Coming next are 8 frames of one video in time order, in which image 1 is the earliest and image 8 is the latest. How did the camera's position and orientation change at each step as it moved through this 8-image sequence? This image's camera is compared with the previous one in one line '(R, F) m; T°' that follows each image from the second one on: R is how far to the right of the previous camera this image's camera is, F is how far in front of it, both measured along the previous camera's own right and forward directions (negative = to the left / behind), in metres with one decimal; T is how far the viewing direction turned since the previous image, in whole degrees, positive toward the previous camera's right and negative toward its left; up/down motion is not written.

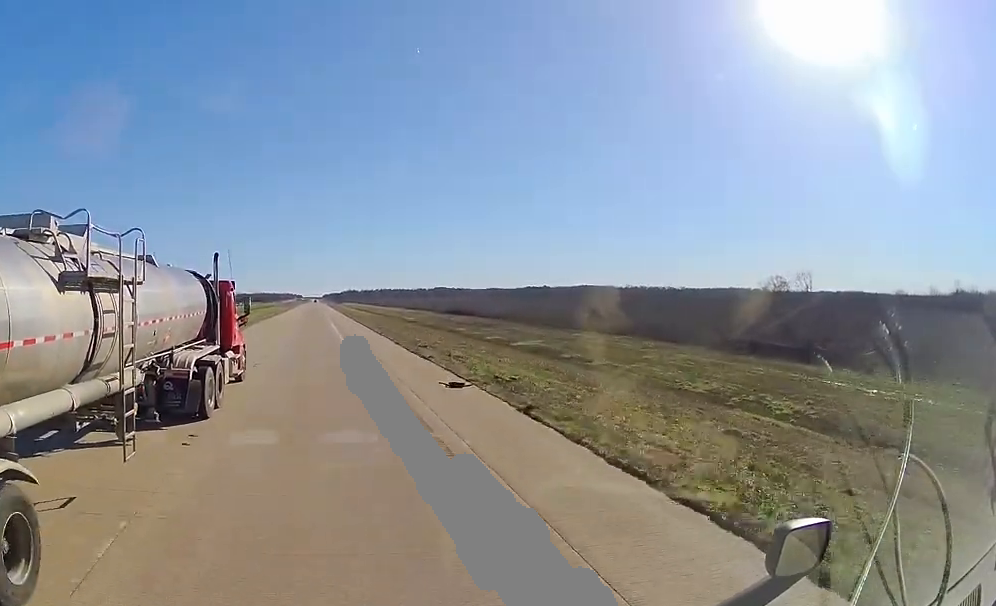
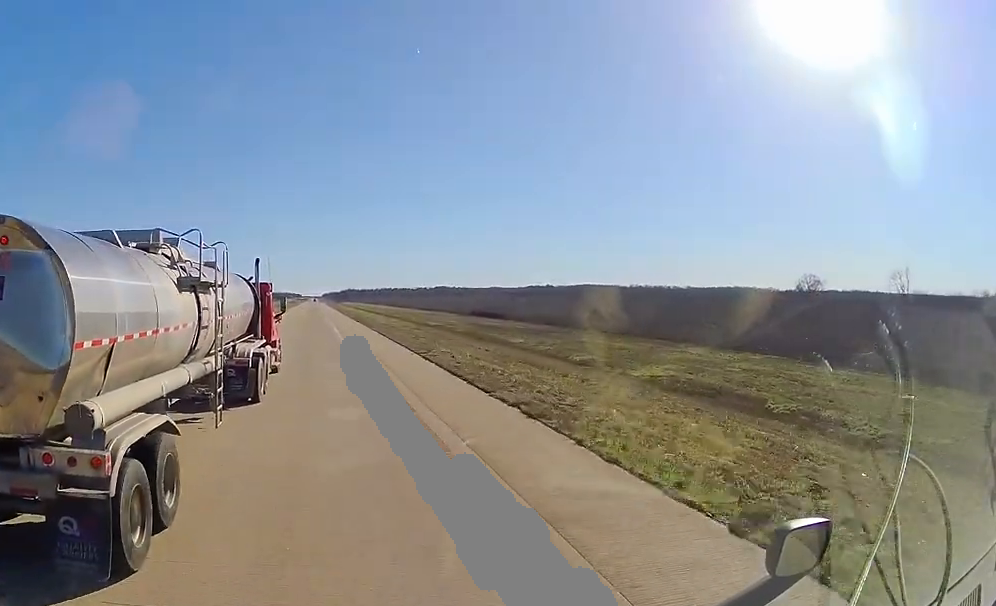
(+0.1, +34.6) m; 0°
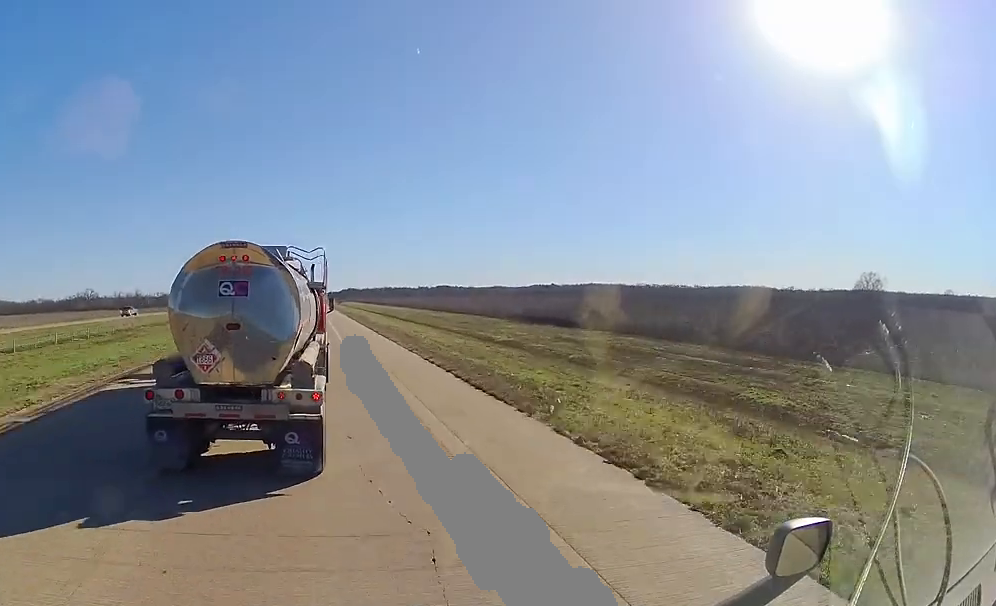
(-0.6, +53.8) m; 0°
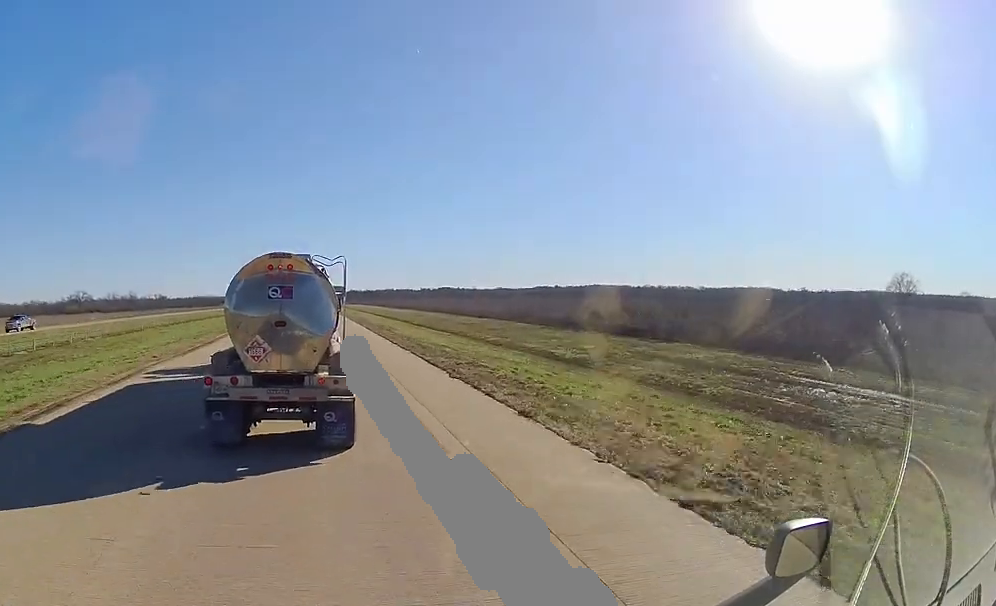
(+0.7, +24.7) m; 0°
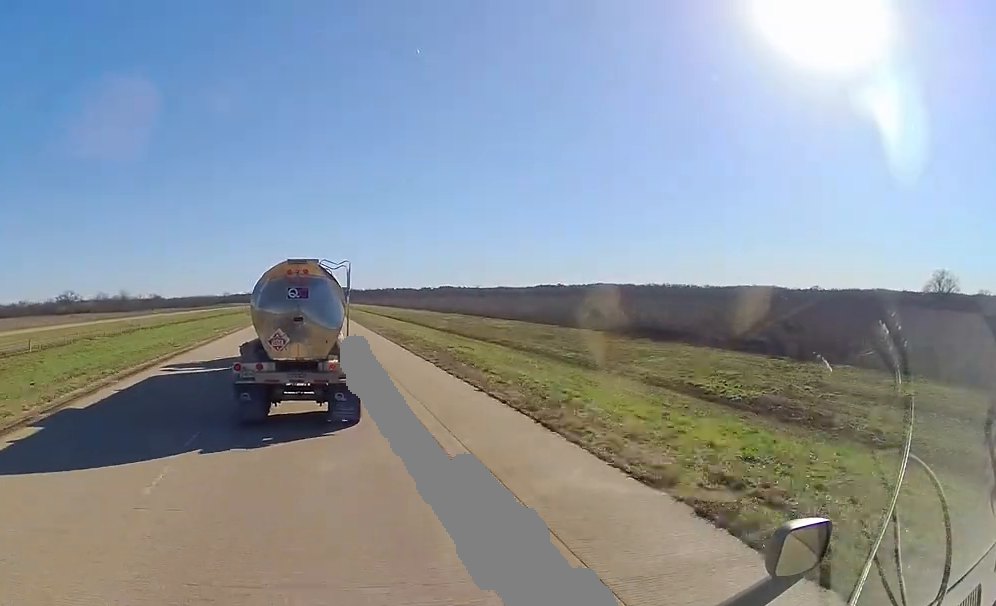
(-0.9, +29.4) m; -1°
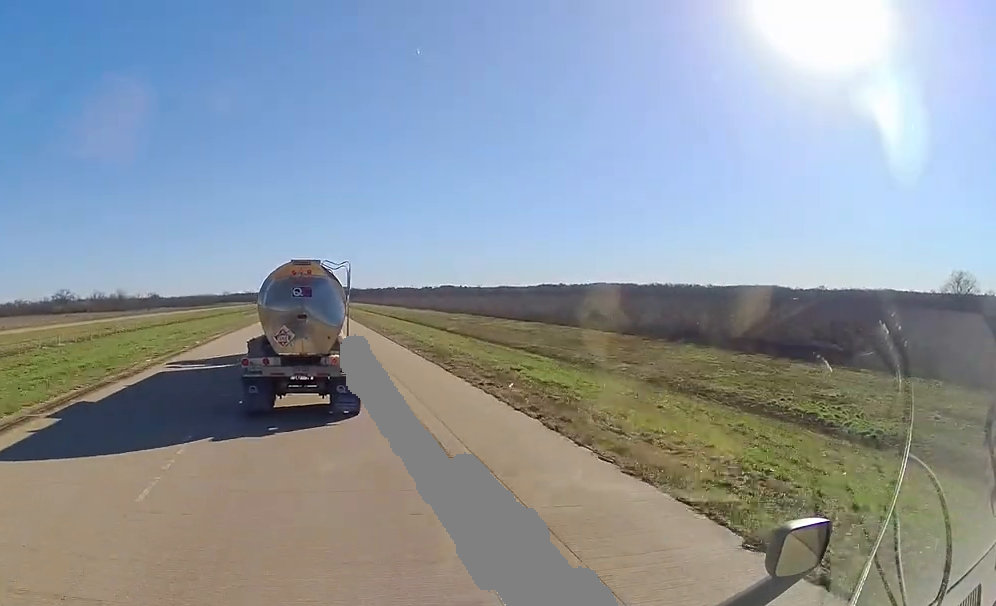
(+0.2, +12.4) m; 0°
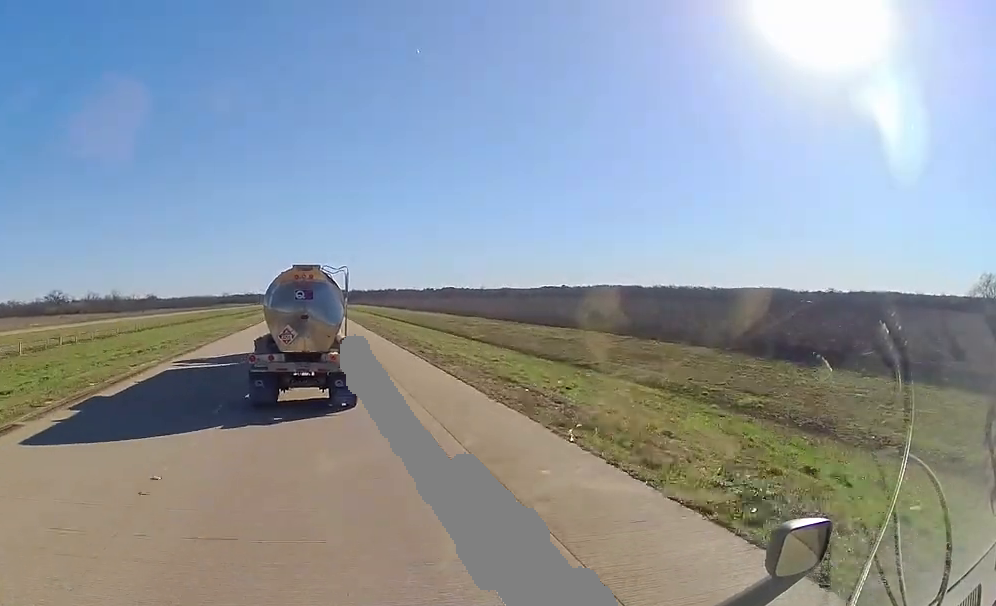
(+0.2, +19.0) m; +1°
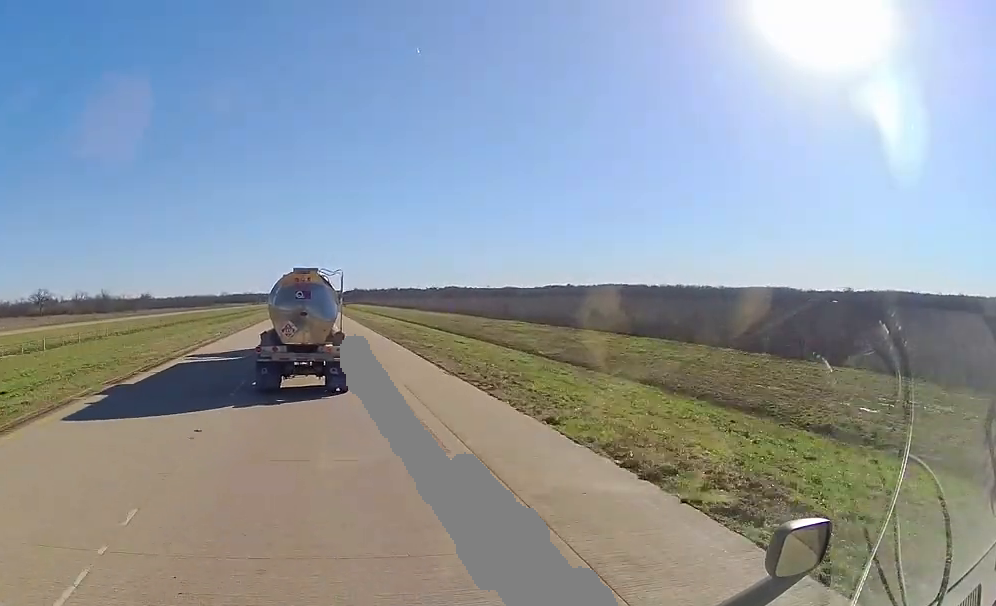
(+0.1, +33.5) m; 0°
